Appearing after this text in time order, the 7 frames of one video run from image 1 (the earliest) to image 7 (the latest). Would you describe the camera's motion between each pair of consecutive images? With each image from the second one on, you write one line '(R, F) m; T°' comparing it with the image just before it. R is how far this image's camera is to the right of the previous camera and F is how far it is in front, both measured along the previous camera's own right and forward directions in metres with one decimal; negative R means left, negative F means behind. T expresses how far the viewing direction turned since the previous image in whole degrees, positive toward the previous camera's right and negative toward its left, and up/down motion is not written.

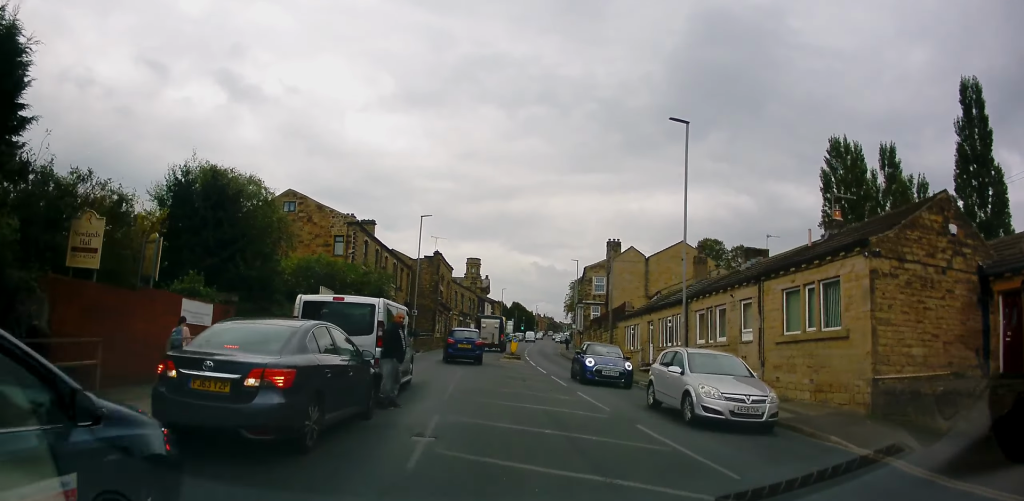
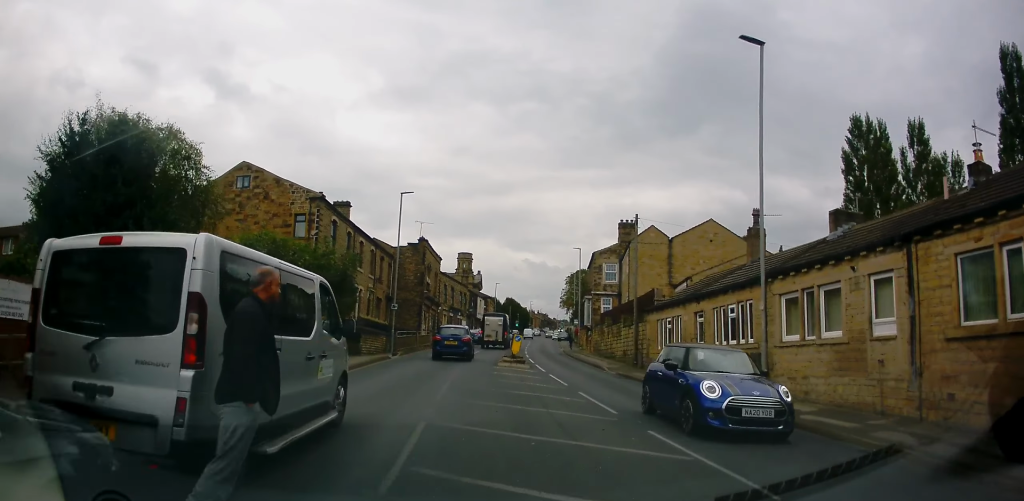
(0.0, +6.9) m; 0°
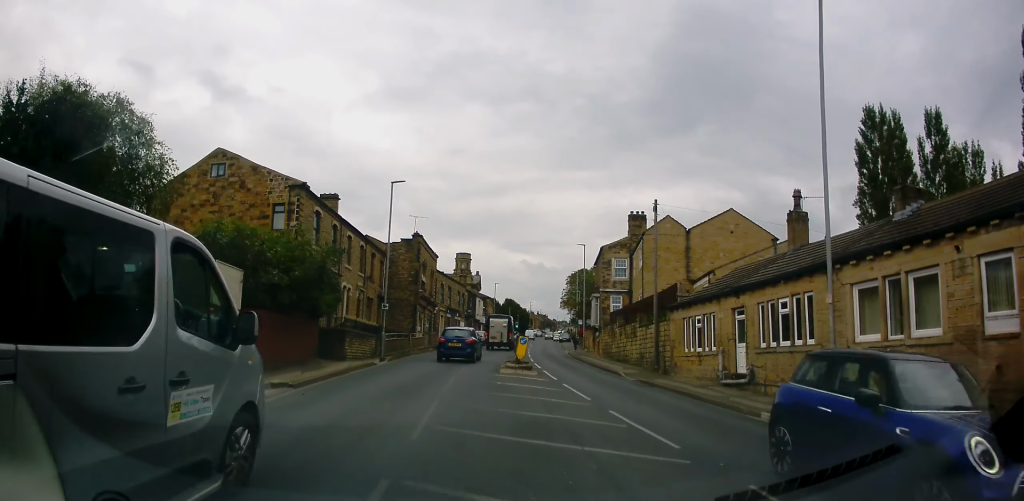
(+0.2, +3.3) m; 0°
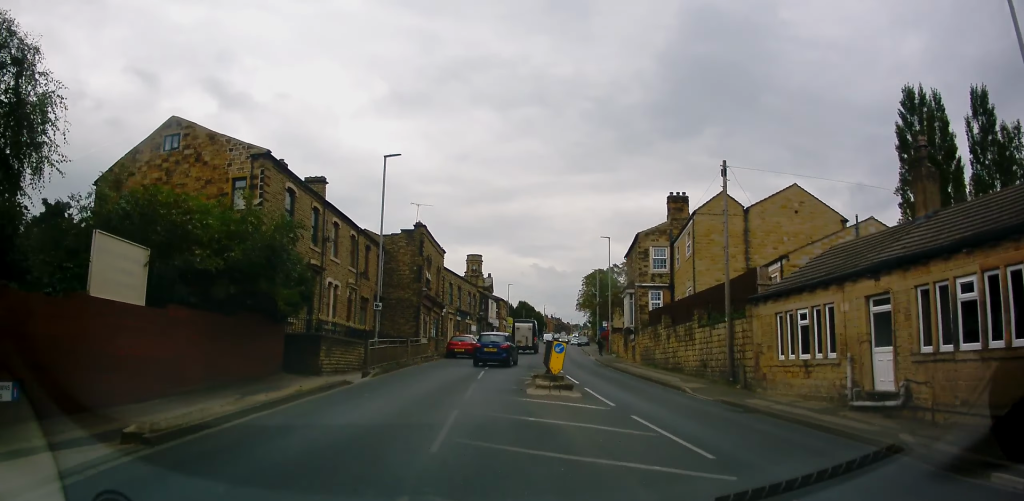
(-0.2, +6.6) m; 0°
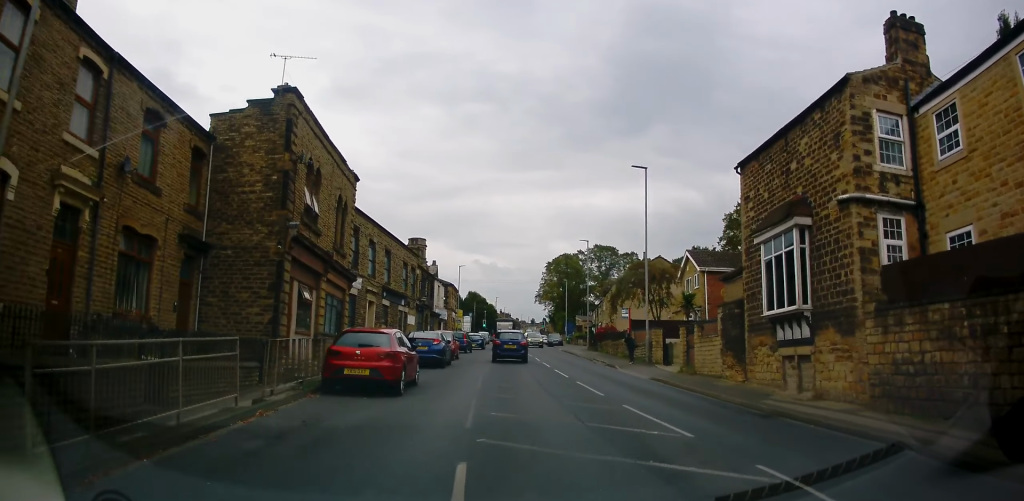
(+0.4, +22.6) m; +4°
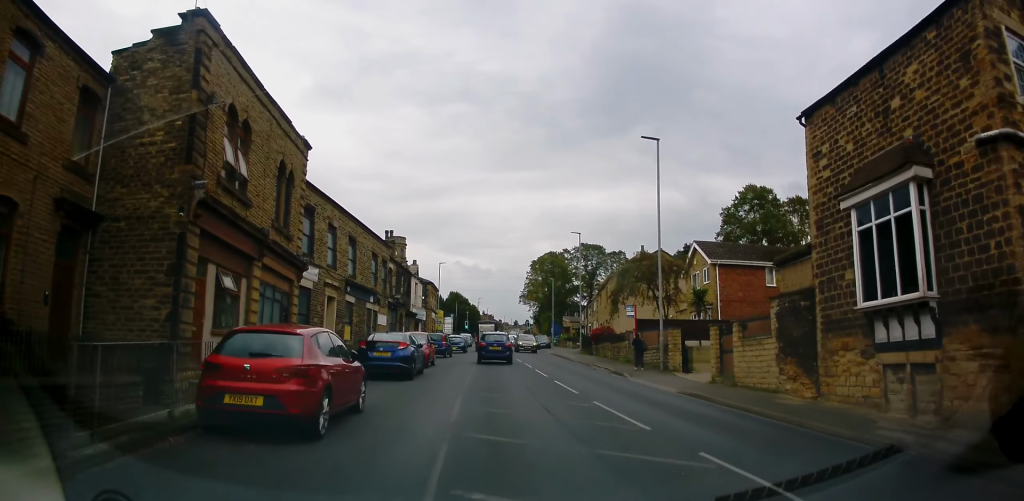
(+0.3, +5.3) m; +2°
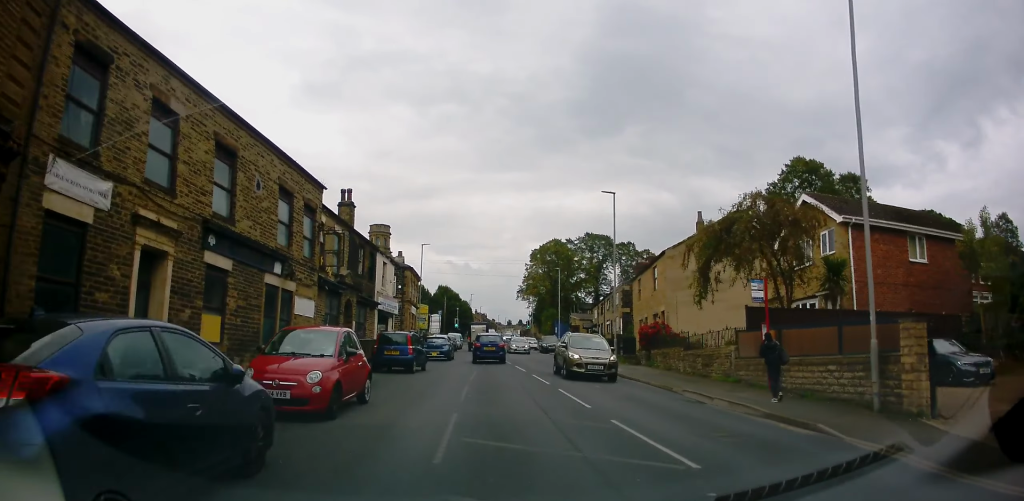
(+0.1, +14.8) m; +1°
